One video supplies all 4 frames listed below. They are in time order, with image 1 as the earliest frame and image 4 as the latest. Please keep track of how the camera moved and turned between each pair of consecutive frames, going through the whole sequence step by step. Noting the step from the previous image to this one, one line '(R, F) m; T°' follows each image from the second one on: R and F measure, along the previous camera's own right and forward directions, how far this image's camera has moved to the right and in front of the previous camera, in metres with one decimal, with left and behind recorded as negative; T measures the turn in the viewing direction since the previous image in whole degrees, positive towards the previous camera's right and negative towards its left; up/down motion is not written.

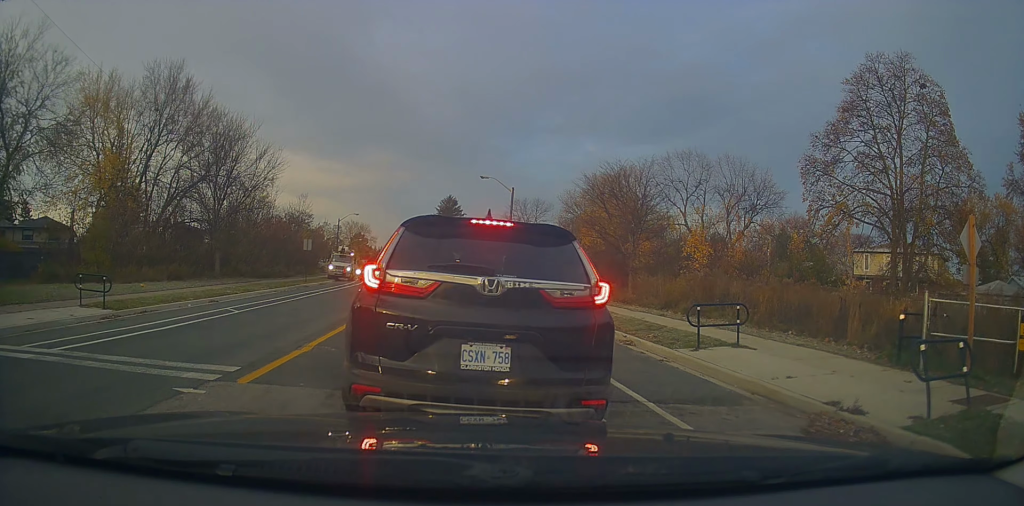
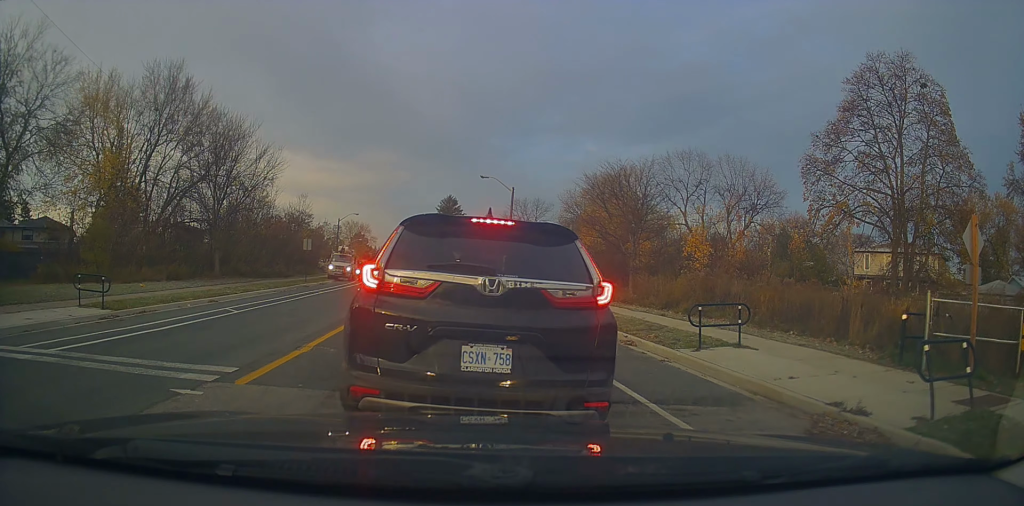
(0.0, 0.0) m; 0°
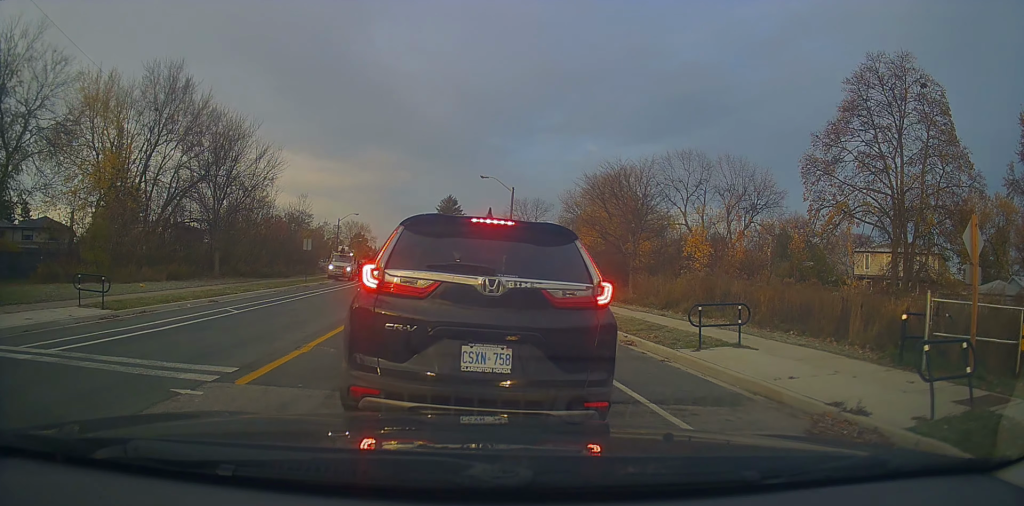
(0.0, 0.0) m; 0°
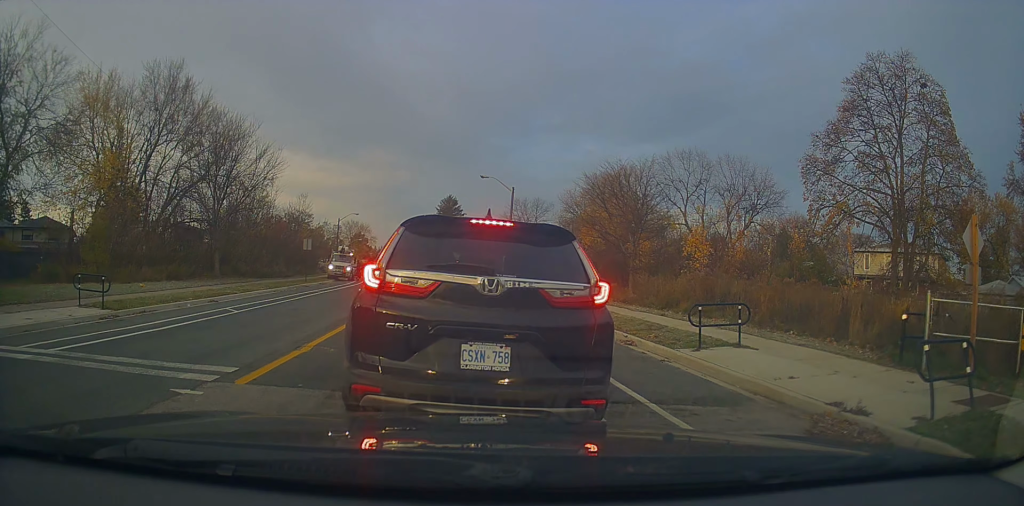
(0.0, 0.0) m; 0°
